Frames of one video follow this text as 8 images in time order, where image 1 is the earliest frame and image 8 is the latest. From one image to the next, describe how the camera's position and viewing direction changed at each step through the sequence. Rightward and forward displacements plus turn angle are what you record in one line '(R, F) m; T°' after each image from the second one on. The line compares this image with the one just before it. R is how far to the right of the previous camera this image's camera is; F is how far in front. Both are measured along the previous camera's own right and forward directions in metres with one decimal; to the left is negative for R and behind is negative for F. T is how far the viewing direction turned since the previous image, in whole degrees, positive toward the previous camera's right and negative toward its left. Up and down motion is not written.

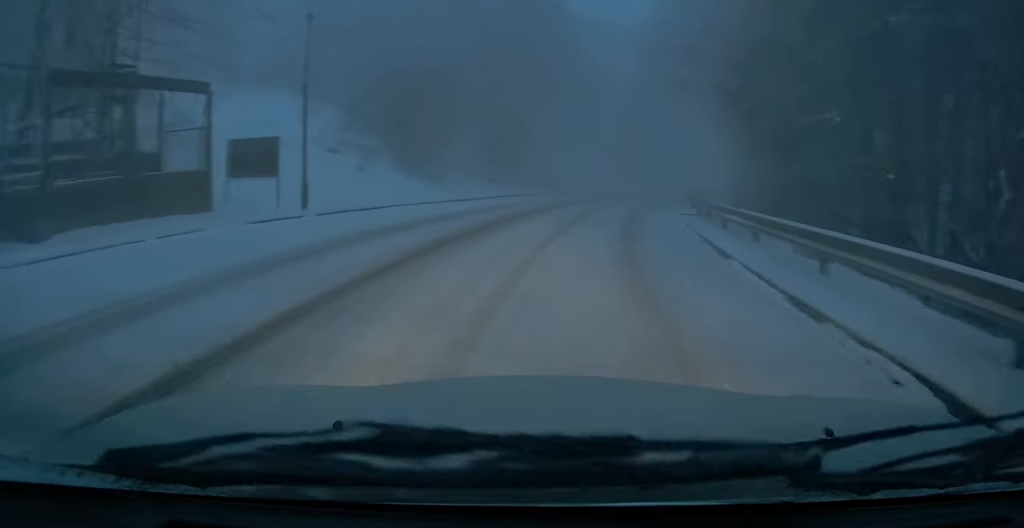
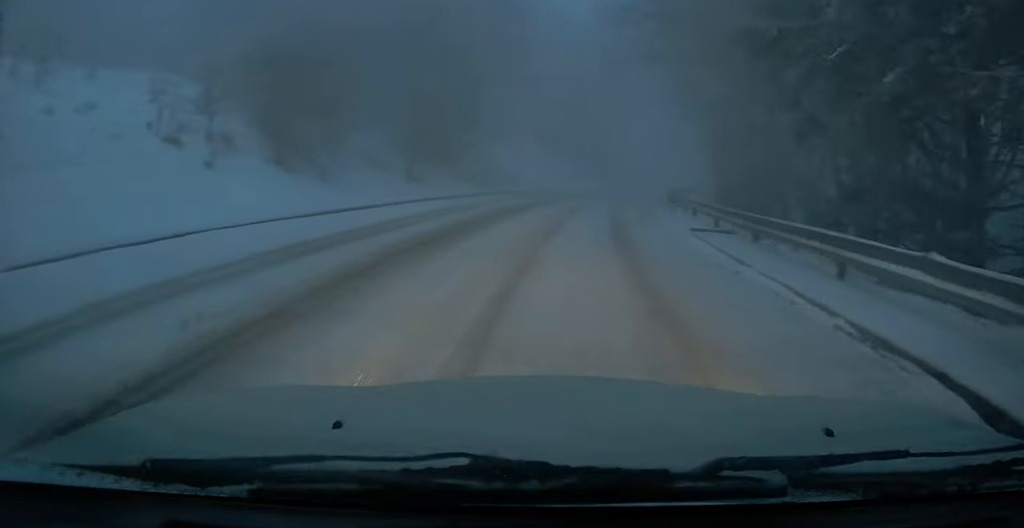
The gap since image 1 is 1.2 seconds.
(+1.0, +8.6) m; +11°
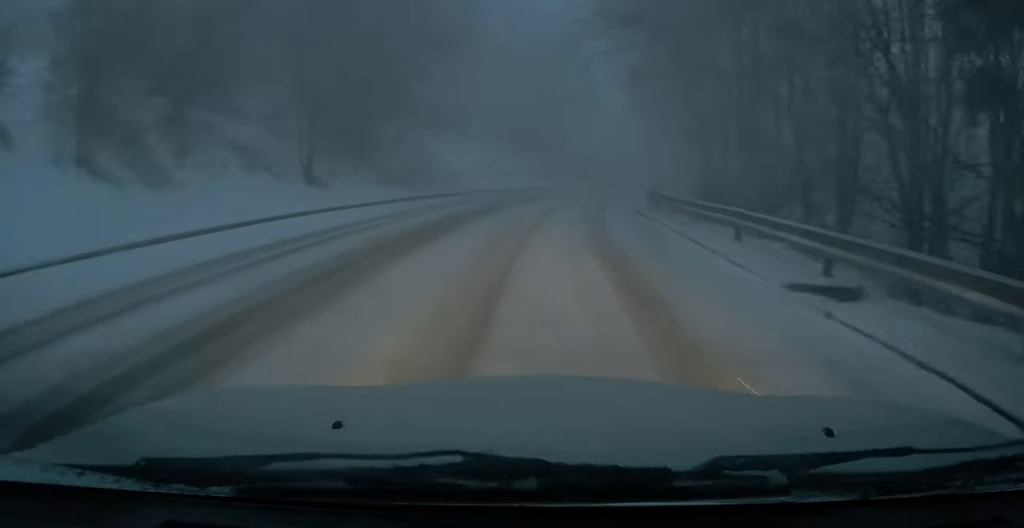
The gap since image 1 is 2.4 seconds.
(+0.6, +8.2) m; +6°
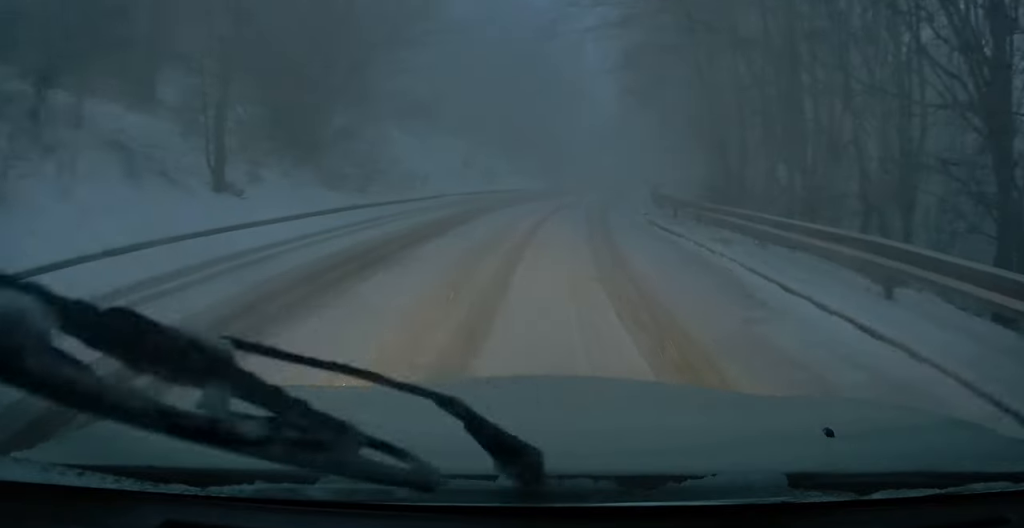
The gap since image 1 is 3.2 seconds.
(+0.1, +5.8) m; +2°
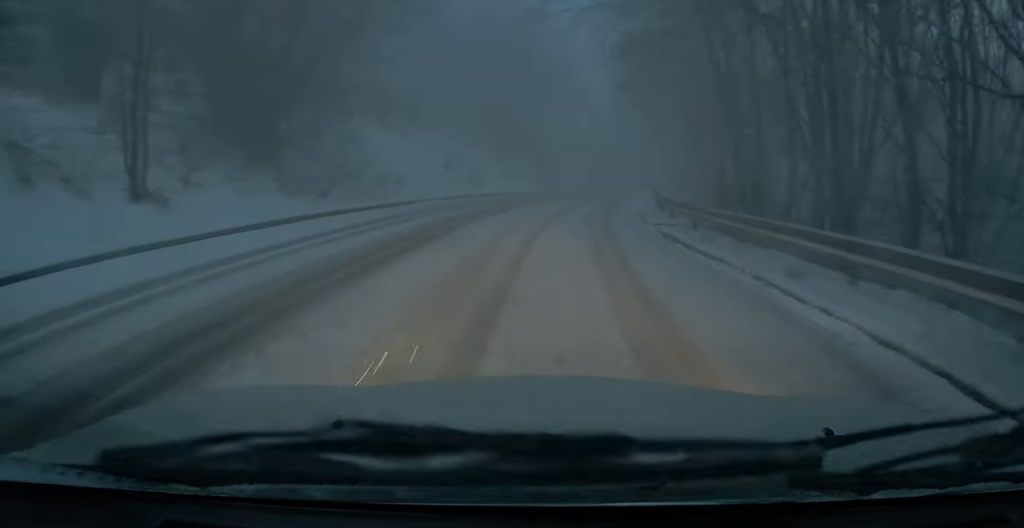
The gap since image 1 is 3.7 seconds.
(0.0, +3.5) m; +2°
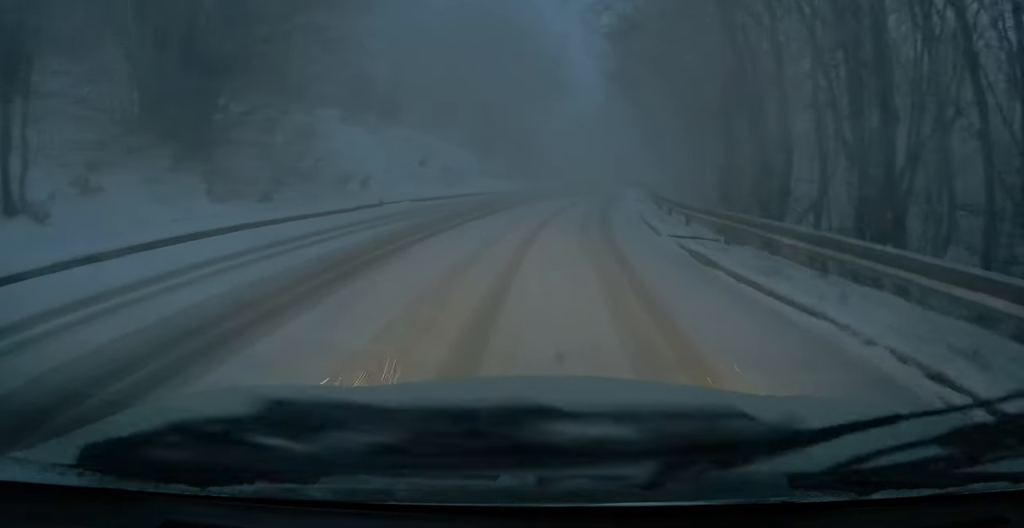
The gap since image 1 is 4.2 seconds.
(+0.1, +3.8) m; +2°
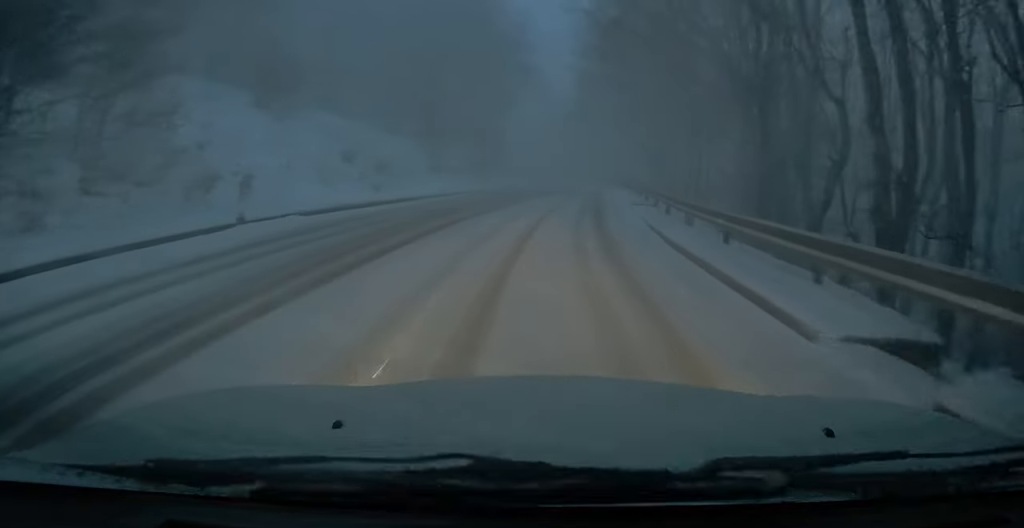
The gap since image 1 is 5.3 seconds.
(+0.3, +8.9) m; +3°
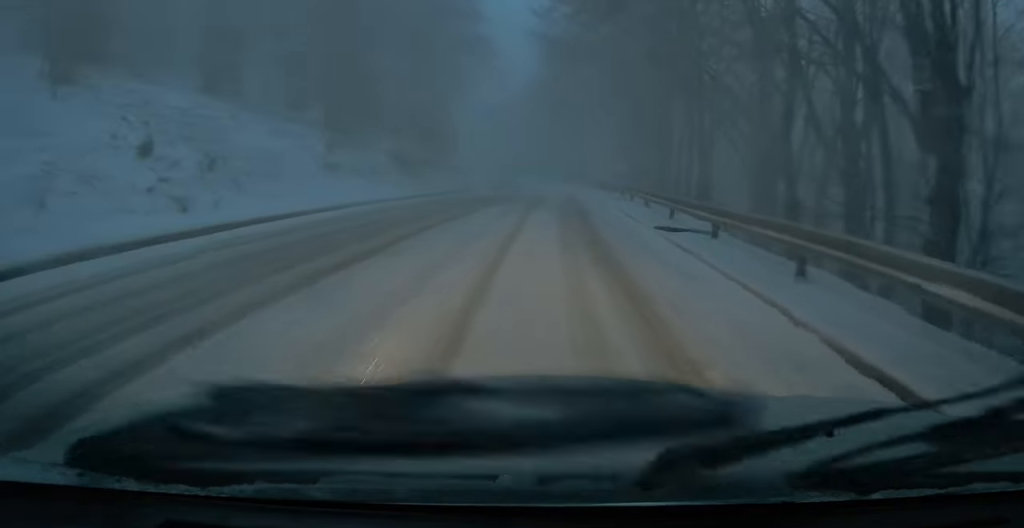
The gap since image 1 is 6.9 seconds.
(+0.1, +12.1) m; -1°
